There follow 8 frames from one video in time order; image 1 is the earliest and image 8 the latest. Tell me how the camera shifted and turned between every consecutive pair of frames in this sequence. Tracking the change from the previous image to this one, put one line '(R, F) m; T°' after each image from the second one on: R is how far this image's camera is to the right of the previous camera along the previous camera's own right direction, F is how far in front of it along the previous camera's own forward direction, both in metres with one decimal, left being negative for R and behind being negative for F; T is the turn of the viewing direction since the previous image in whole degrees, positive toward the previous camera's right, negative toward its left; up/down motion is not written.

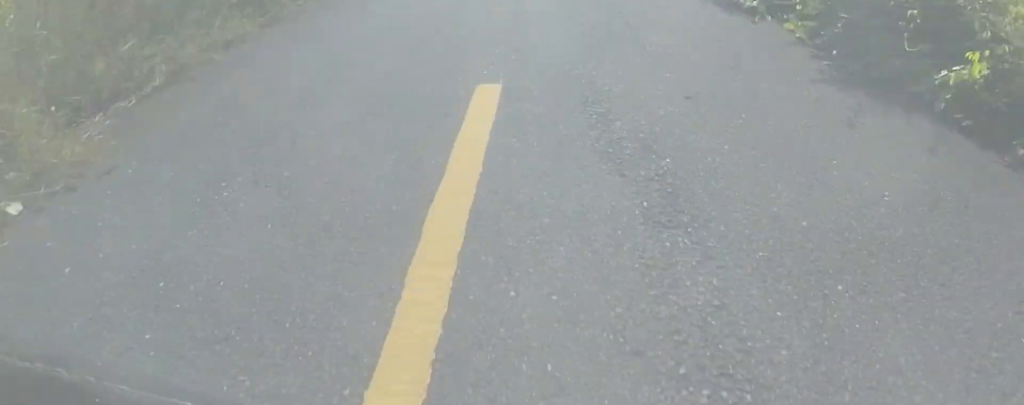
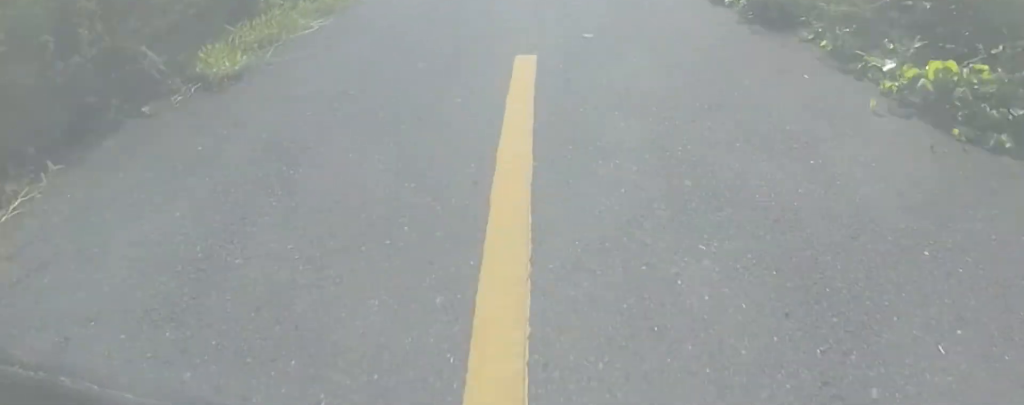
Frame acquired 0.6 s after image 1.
(-0.8, +7.2) m; +1°
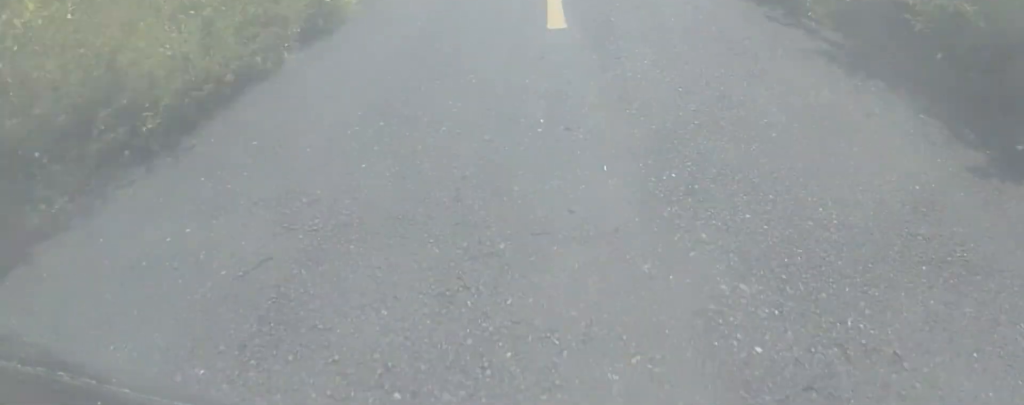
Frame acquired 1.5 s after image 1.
(+0.5, +11.3) m; +1°
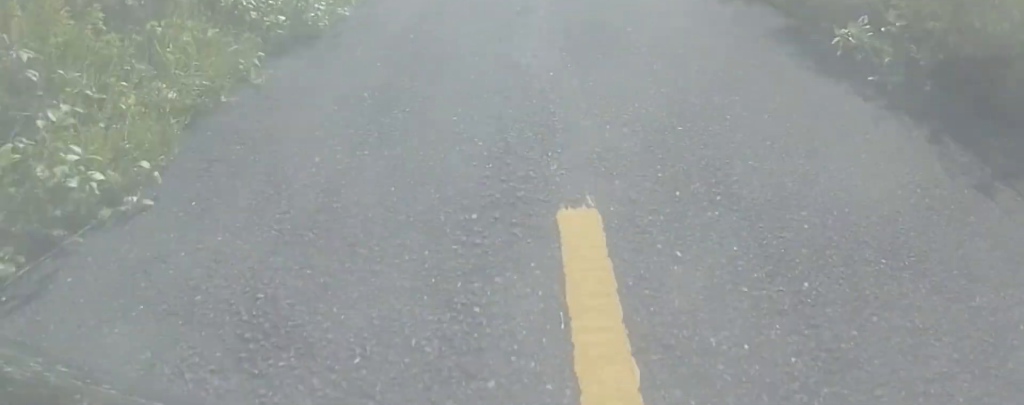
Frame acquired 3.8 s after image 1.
(-0.3, +29.6) m; +3°
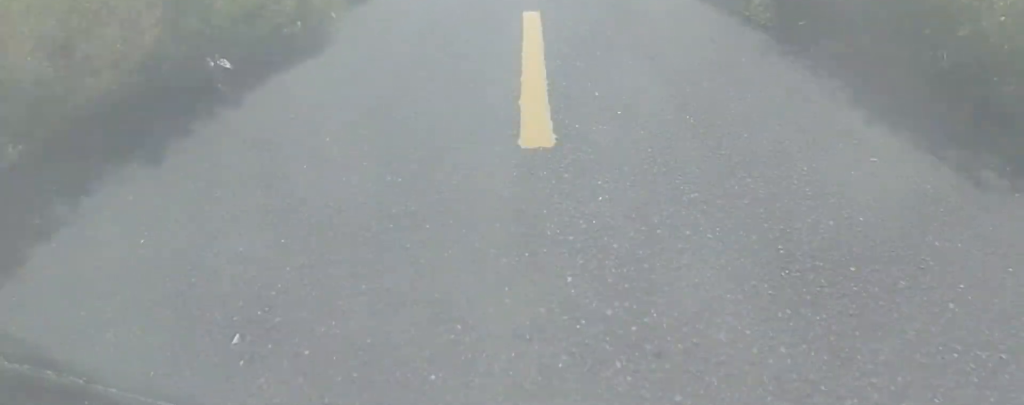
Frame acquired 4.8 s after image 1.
(+0.1, +12.5) m; +3°
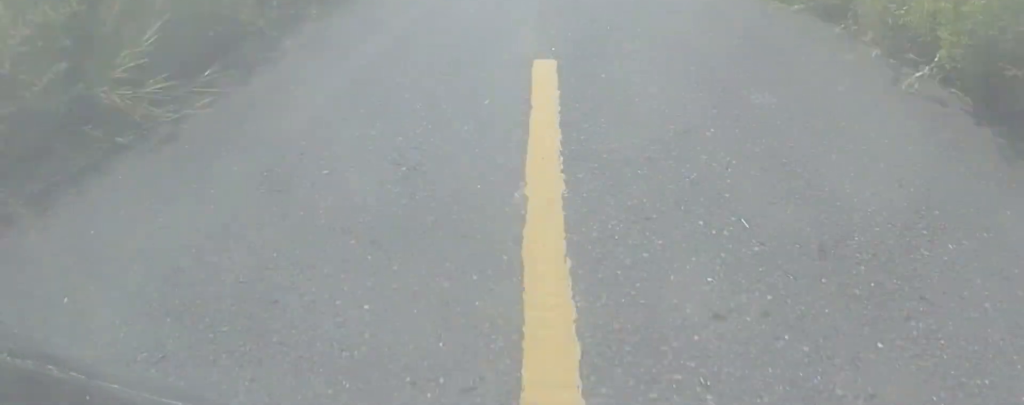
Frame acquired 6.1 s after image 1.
(+0.6, +17.3) m; 0°
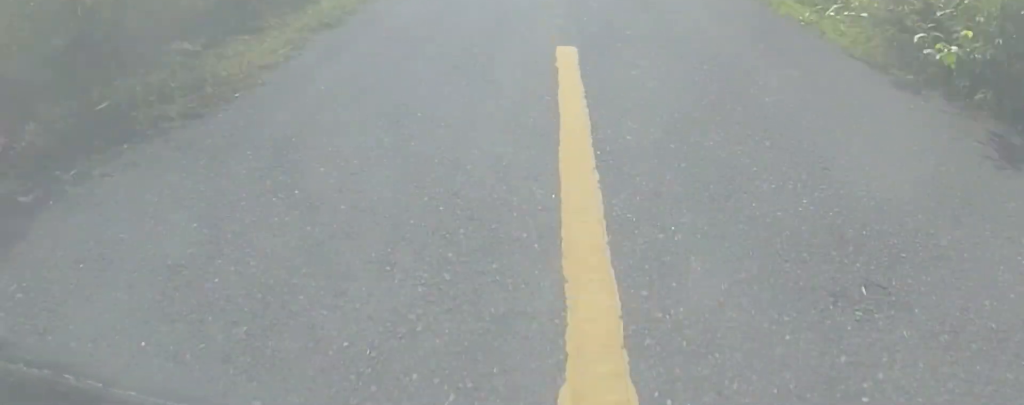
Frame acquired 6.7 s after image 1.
(-0.4, +7.7) m; 0°
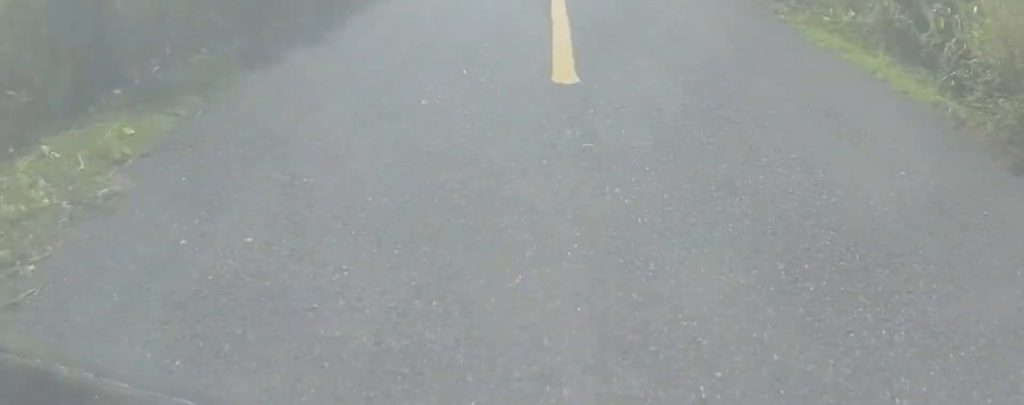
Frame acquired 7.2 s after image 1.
(+0.1, +5.5) m; 0°
